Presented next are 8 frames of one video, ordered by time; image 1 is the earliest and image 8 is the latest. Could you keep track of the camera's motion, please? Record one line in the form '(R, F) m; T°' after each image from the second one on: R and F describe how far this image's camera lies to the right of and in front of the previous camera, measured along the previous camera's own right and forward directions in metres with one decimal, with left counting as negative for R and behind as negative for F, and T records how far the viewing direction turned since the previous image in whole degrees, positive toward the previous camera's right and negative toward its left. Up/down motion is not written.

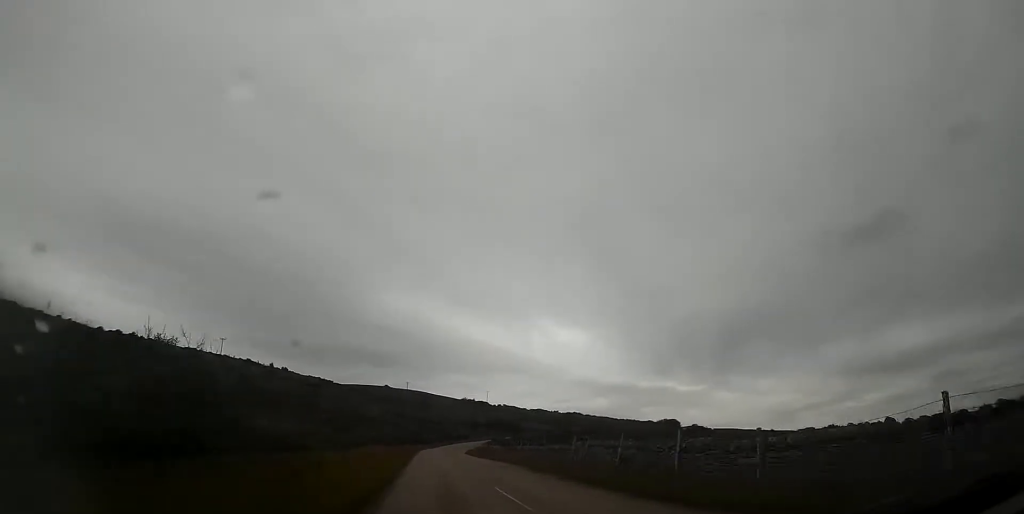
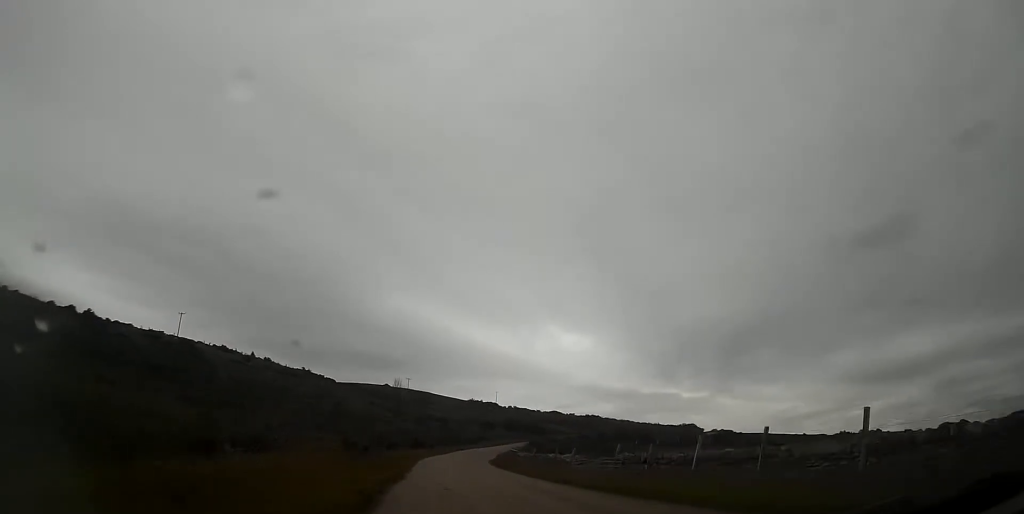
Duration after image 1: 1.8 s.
(0.0, +27.7) m; 0°
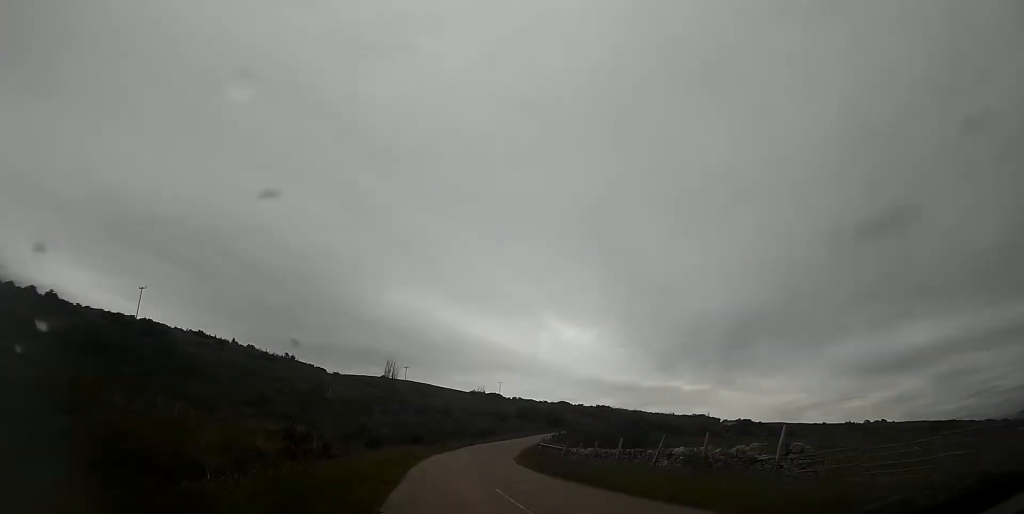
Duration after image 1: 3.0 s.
(-0.1, +17.6) m; 0°
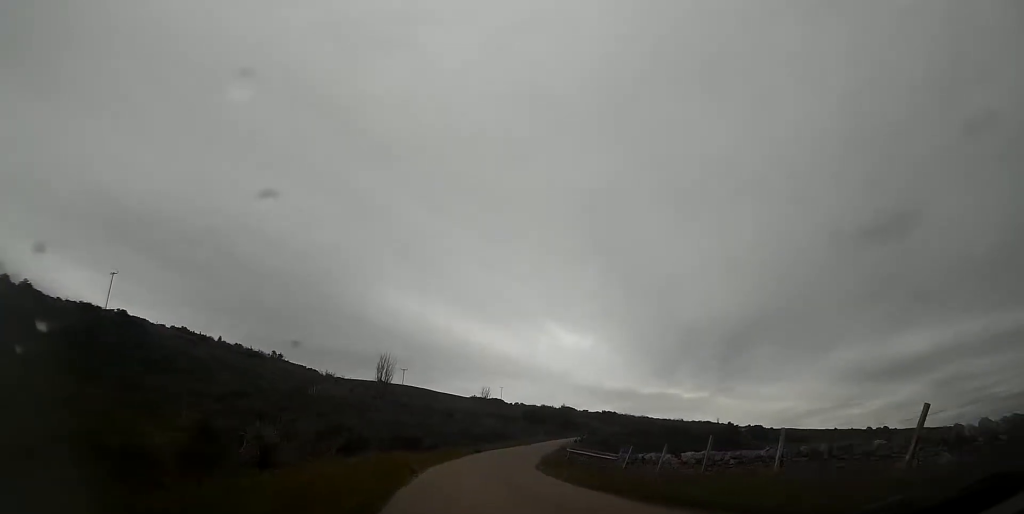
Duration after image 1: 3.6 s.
(0.0, +10.4) m; +1°
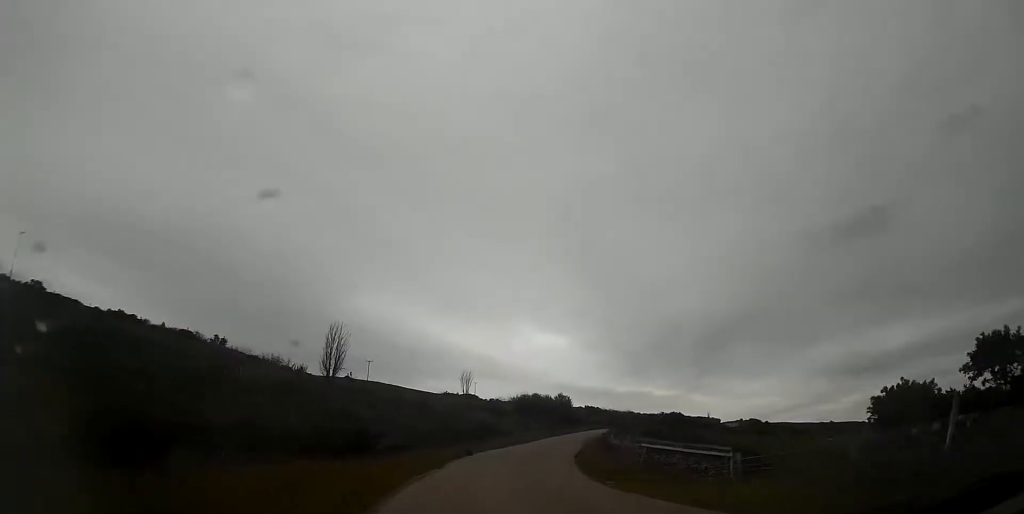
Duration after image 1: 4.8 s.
(+0.6, +18.3) m; +5°
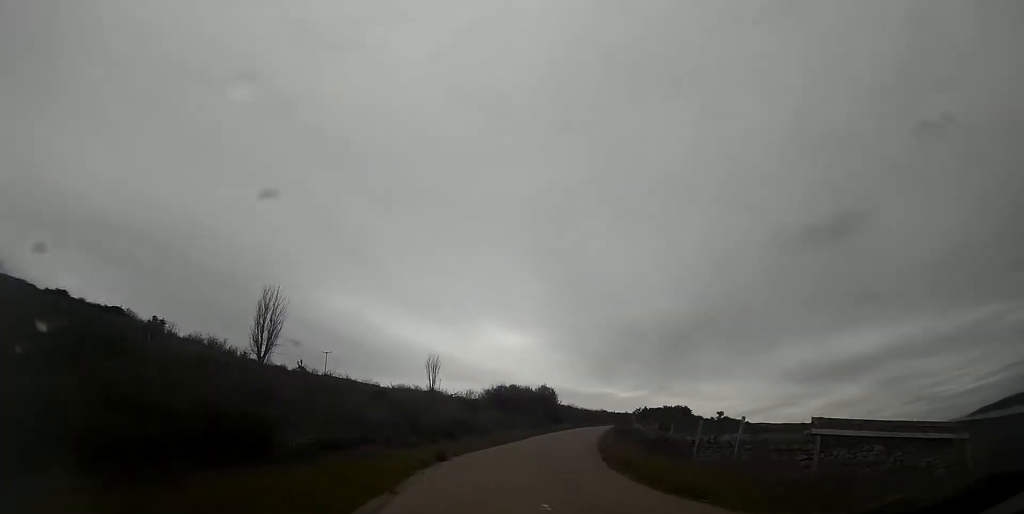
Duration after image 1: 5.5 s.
(+0.2, +11.5) m; +4°
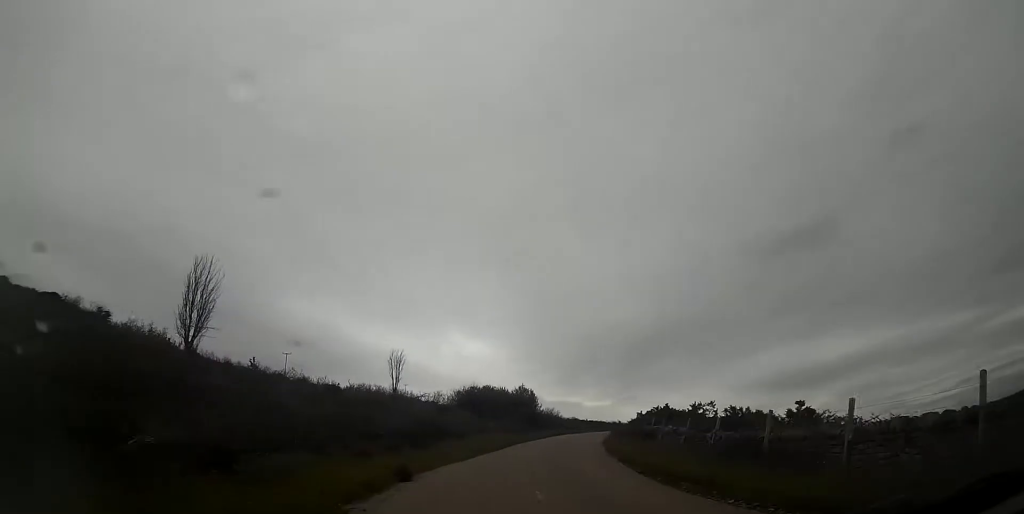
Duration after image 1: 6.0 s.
(+0.4, +7.8) m; +3°
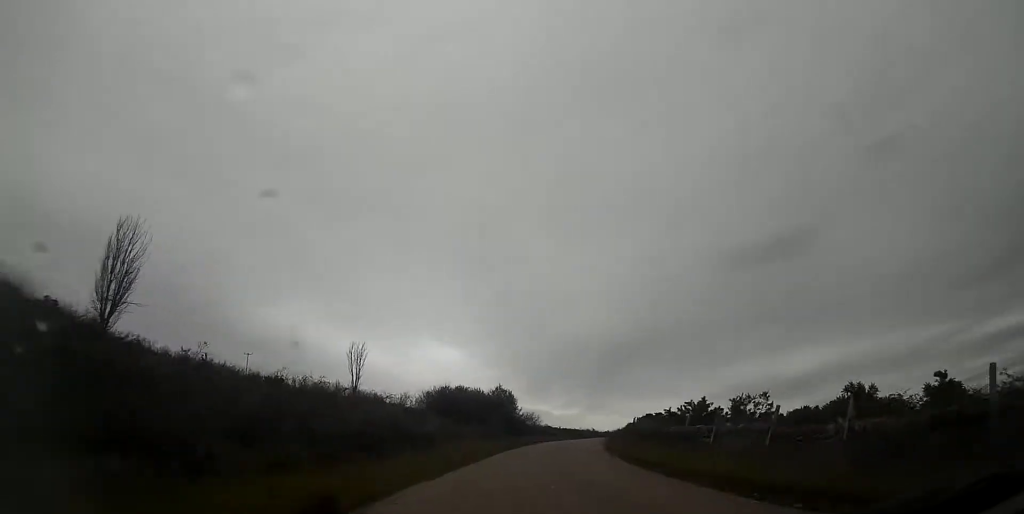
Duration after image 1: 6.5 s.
(0.0, +6.8) m; +3°
